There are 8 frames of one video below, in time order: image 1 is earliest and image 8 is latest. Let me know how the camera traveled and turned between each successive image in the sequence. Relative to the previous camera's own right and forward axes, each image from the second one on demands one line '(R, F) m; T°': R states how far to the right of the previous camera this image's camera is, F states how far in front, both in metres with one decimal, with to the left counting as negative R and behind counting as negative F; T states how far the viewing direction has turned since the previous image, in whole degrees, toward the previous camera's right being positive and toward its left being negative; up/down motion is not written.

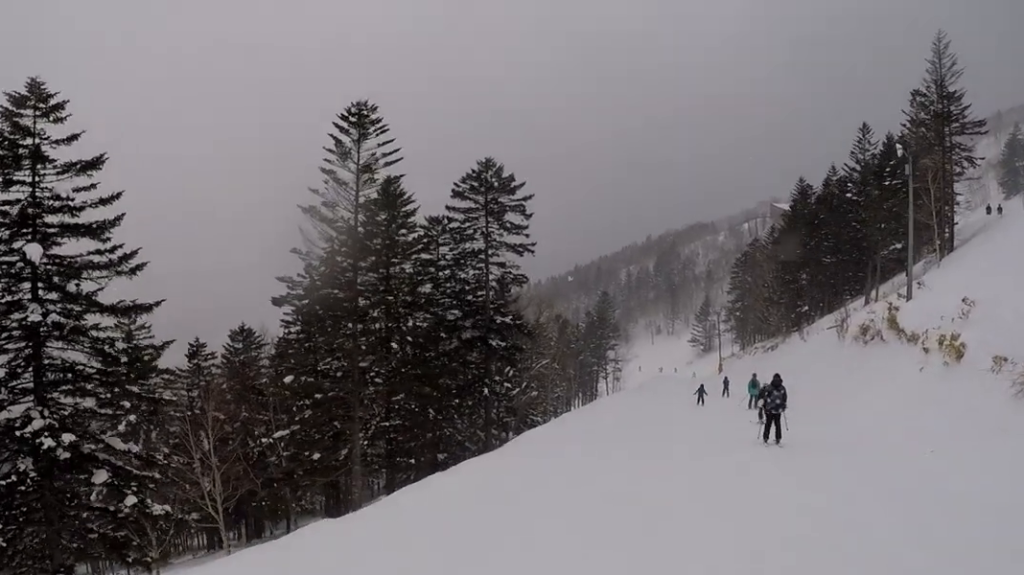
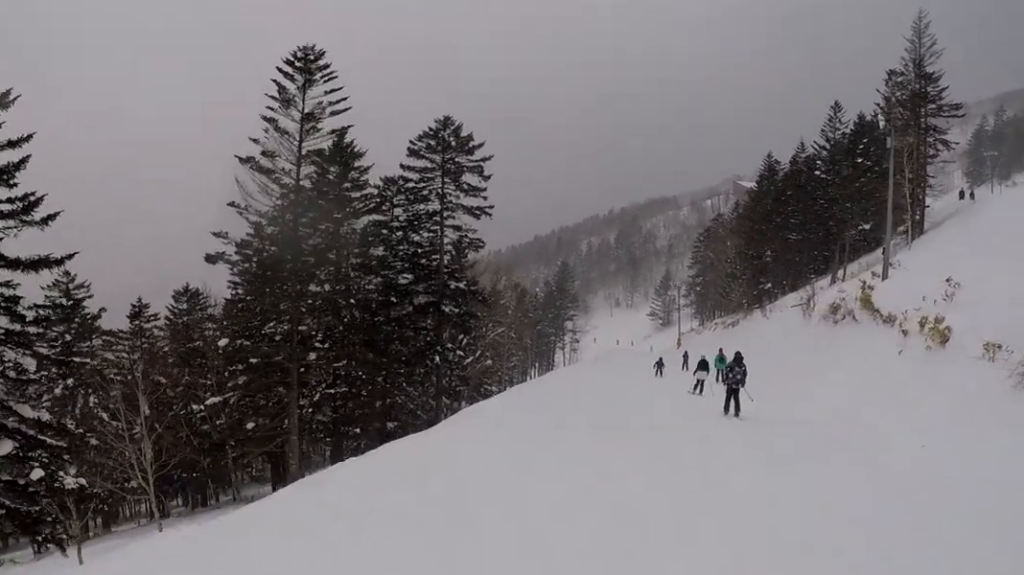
(0.0, +1.9) m; +7°
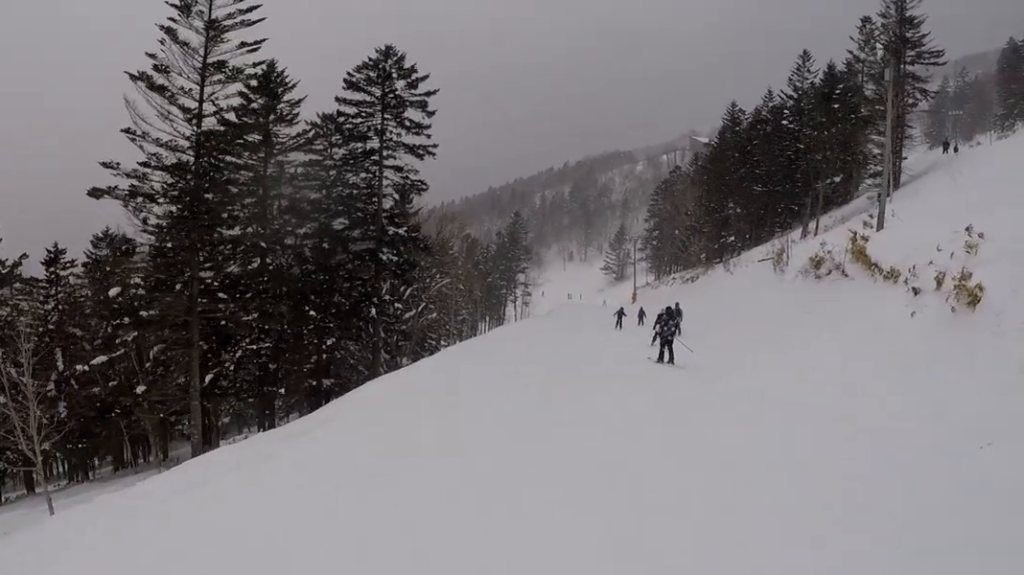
(+0.6, +4.1) m; -2°
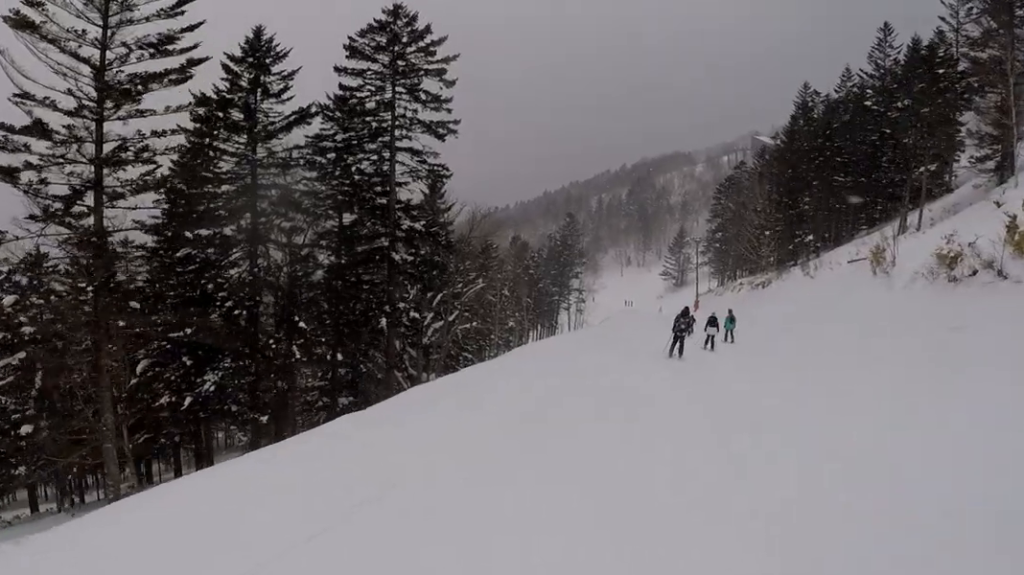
(+0.1, +7.1) m; +5°
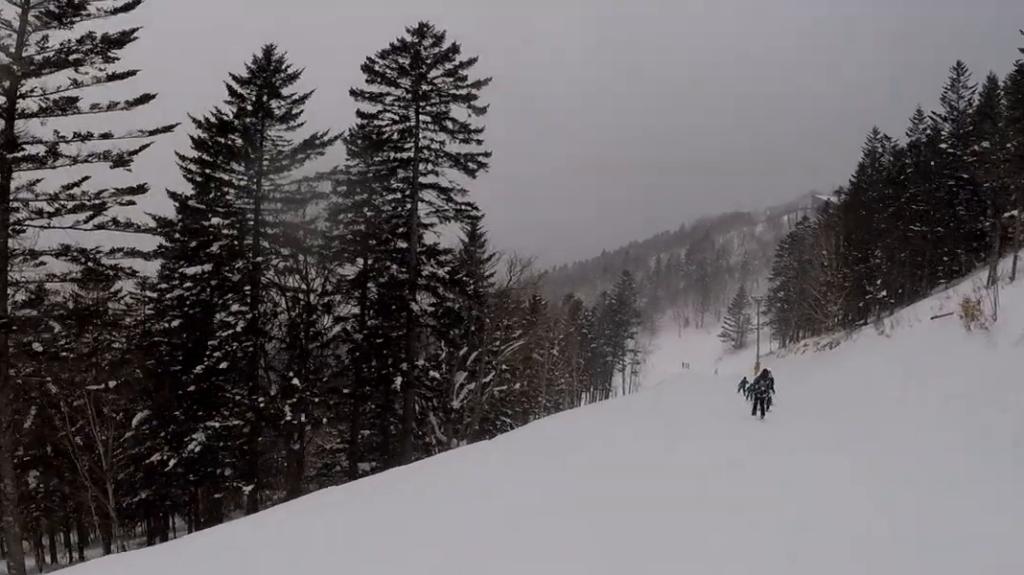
(-0.6, +4.7) m; -4°
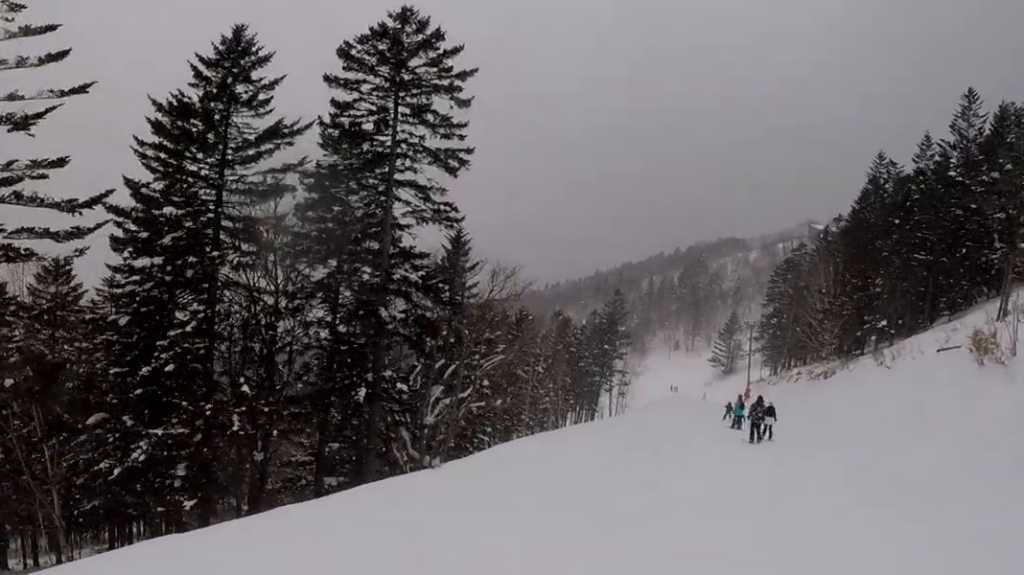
(0.0, +2.5) m; -2°
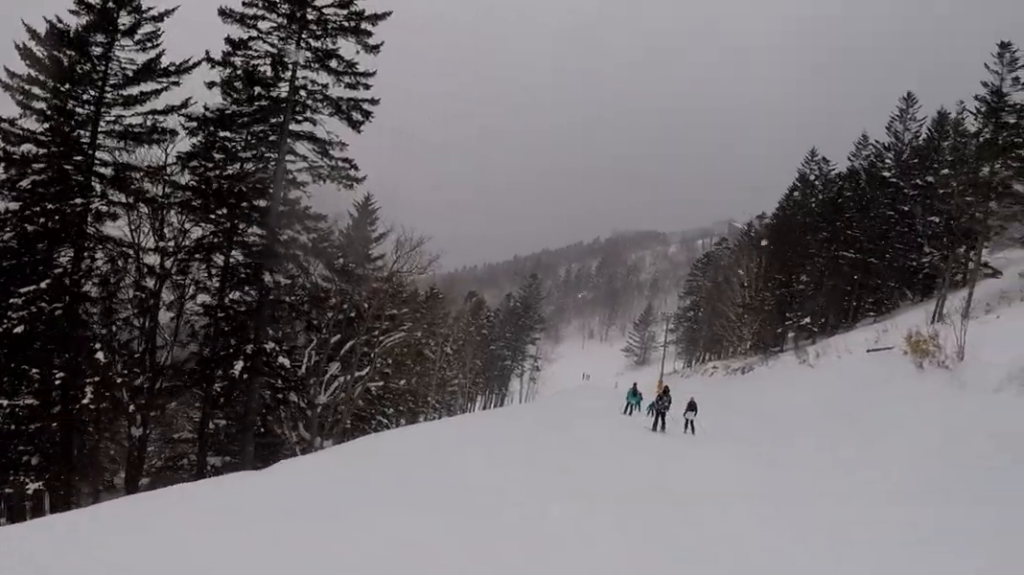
(+0.8, +2.8) m; 0°
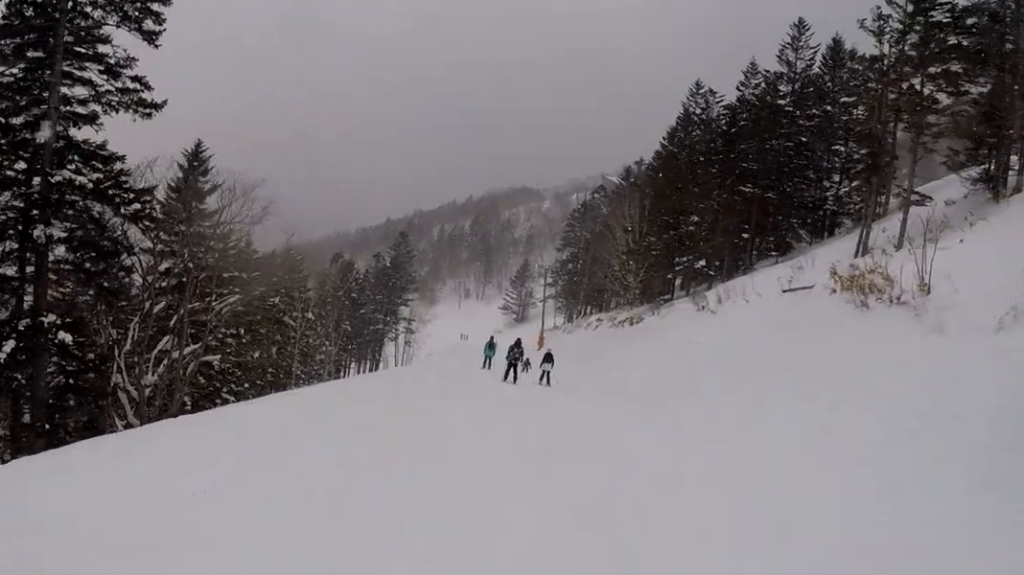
(-1.2, +5.2) m; +1°
